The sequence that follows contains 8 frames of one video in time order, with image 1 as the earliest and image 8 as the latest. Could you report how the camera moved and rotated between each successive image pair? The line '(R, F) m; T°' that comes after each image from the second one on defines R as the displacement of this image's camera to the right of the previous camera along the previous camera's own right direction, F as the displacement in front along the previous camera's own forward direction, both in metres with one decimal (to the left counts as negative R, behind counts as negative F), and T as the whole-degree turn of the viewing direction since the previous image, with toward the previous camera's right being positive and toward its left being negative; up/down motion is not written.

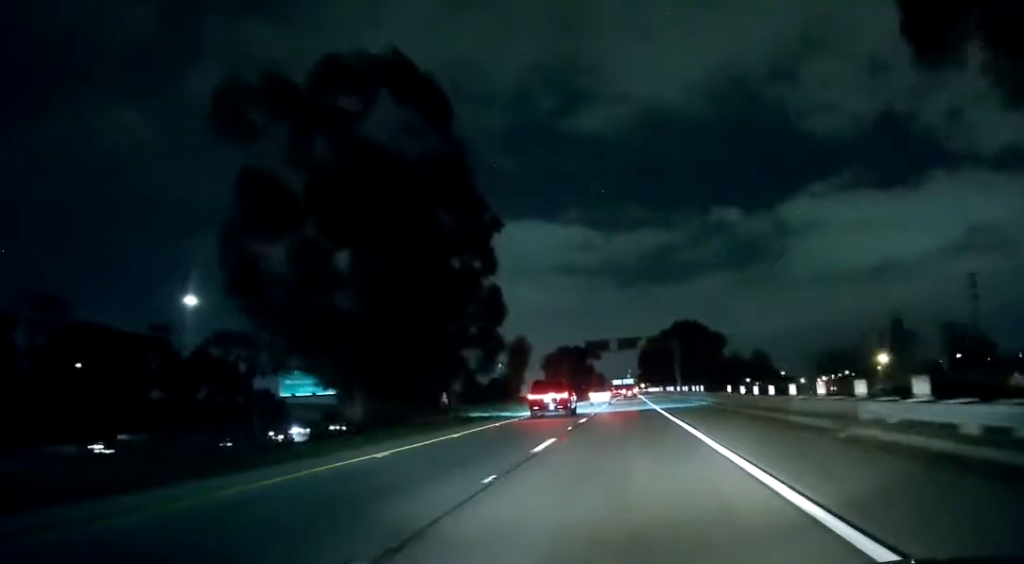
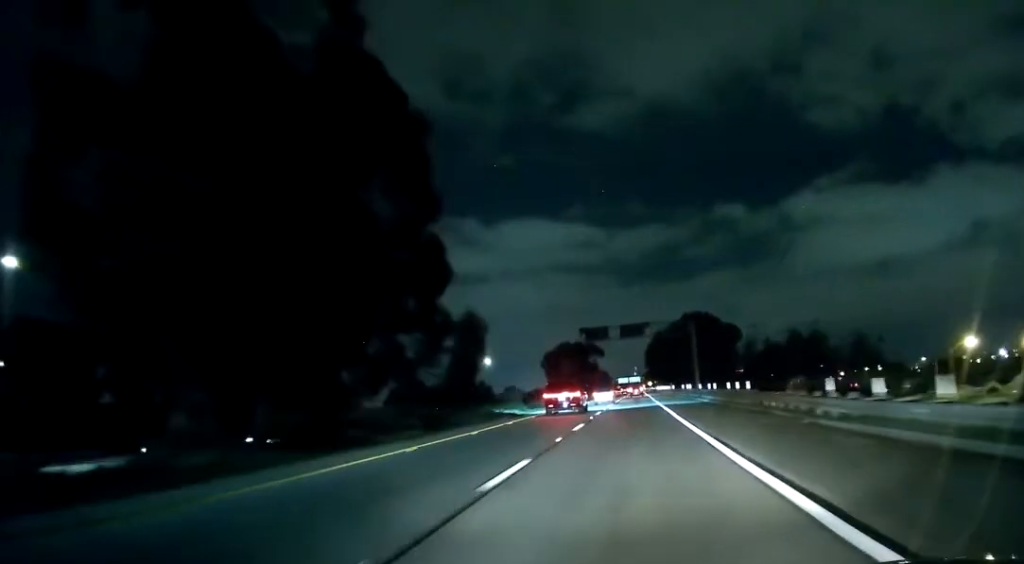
(0.0, +20.7) m; 0°
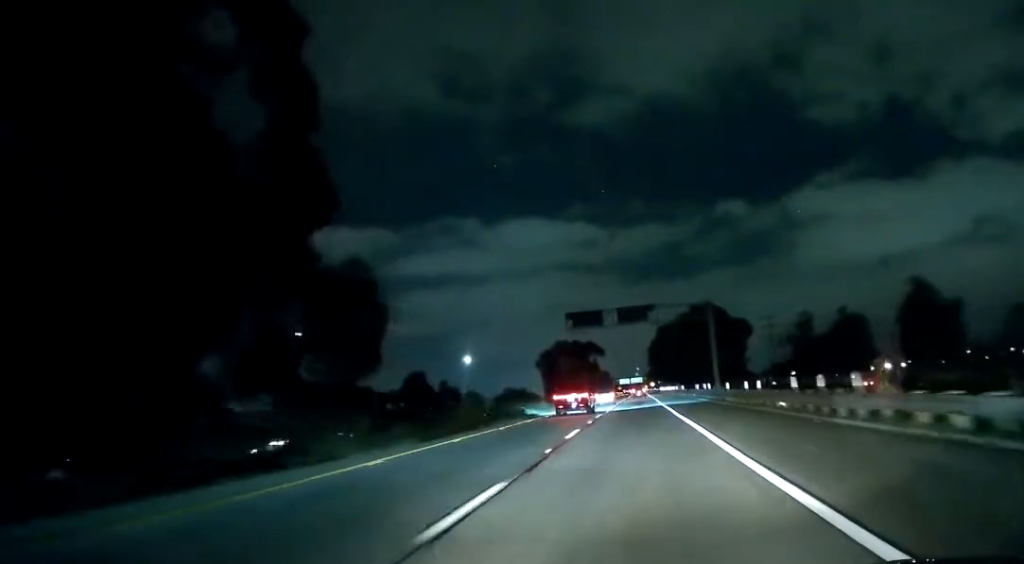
(+0.1, +18.0) m; 0°
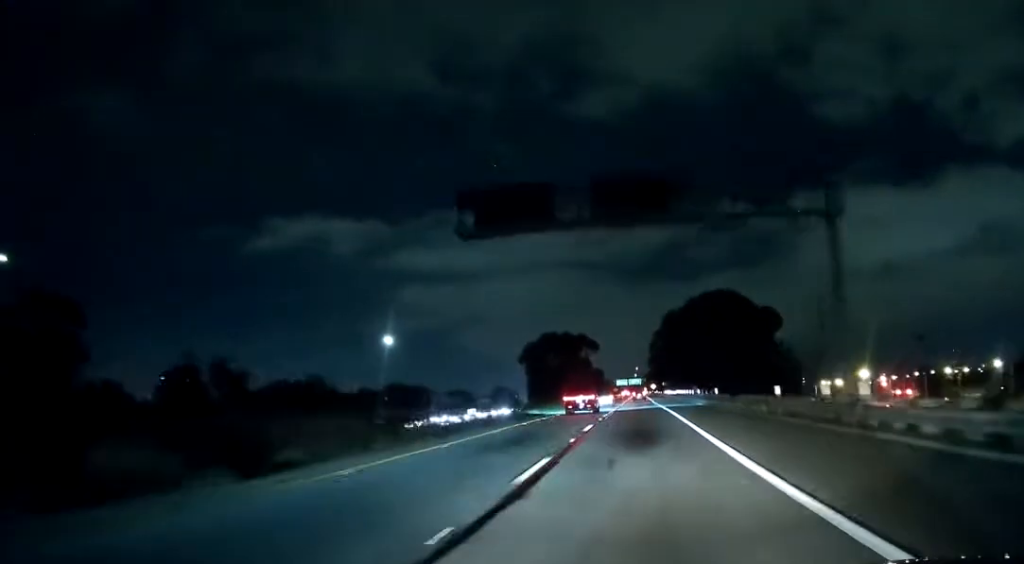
(-0.6, +38.2) m; -1°
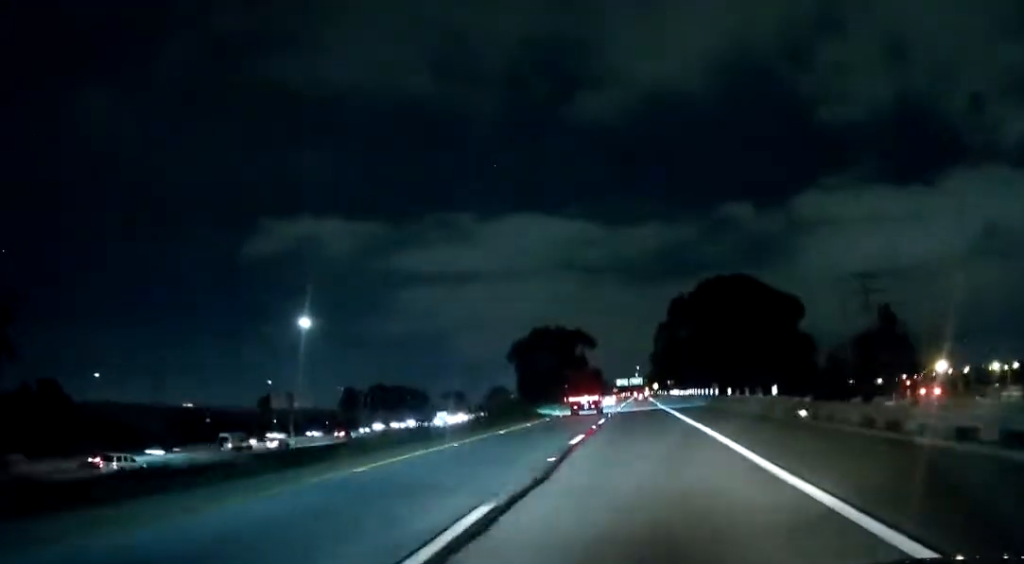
(-0.2, +21.8) m; +1°
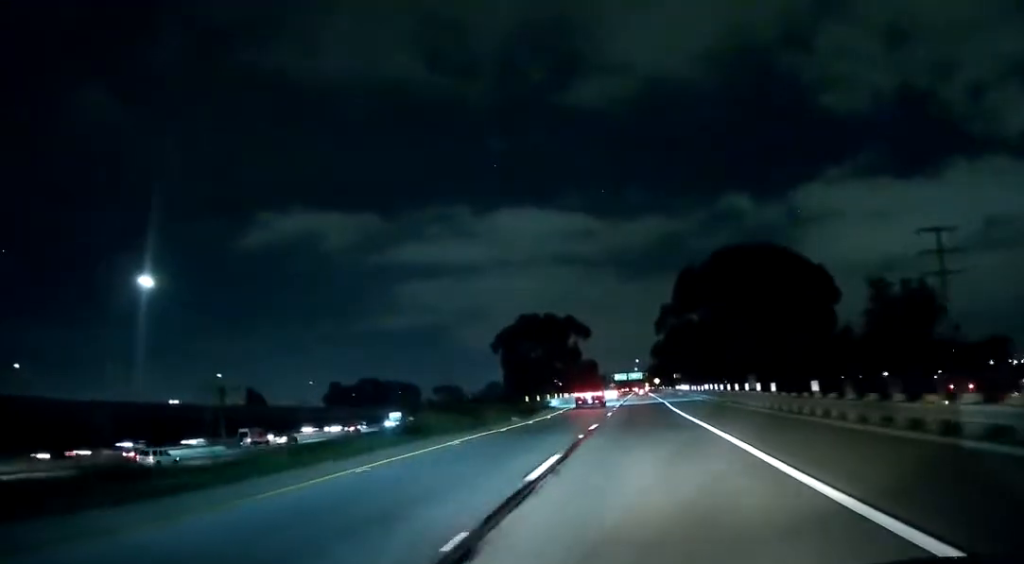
(+0.5, +22.7) m; +1°
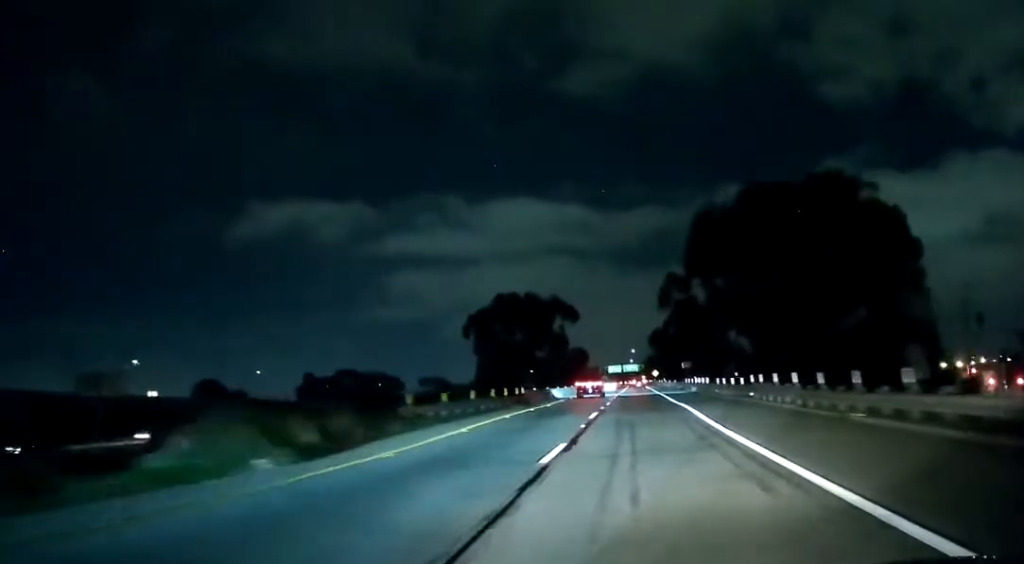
(-0.2, +28.2) m; -1°
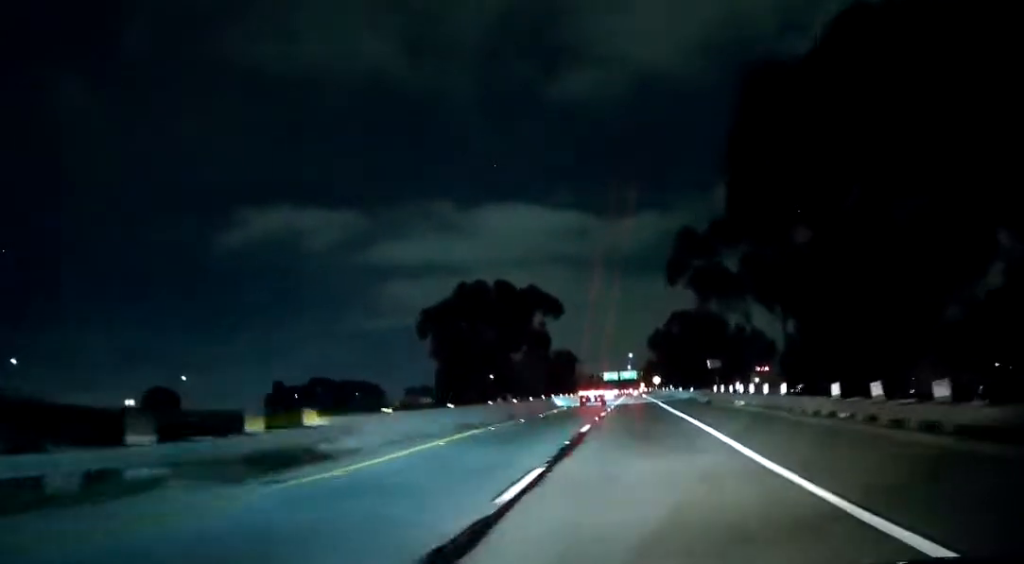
(-0.1, +32.0) m; 0°
